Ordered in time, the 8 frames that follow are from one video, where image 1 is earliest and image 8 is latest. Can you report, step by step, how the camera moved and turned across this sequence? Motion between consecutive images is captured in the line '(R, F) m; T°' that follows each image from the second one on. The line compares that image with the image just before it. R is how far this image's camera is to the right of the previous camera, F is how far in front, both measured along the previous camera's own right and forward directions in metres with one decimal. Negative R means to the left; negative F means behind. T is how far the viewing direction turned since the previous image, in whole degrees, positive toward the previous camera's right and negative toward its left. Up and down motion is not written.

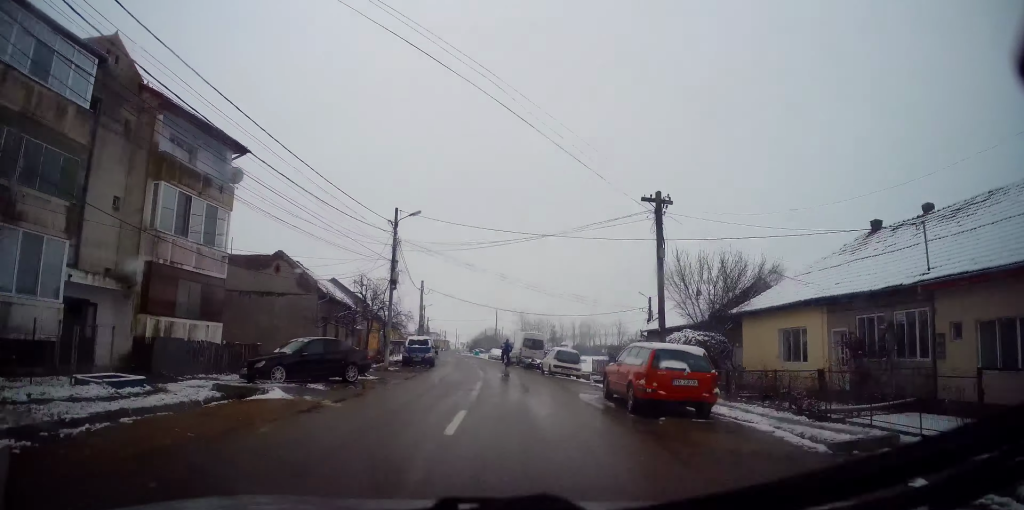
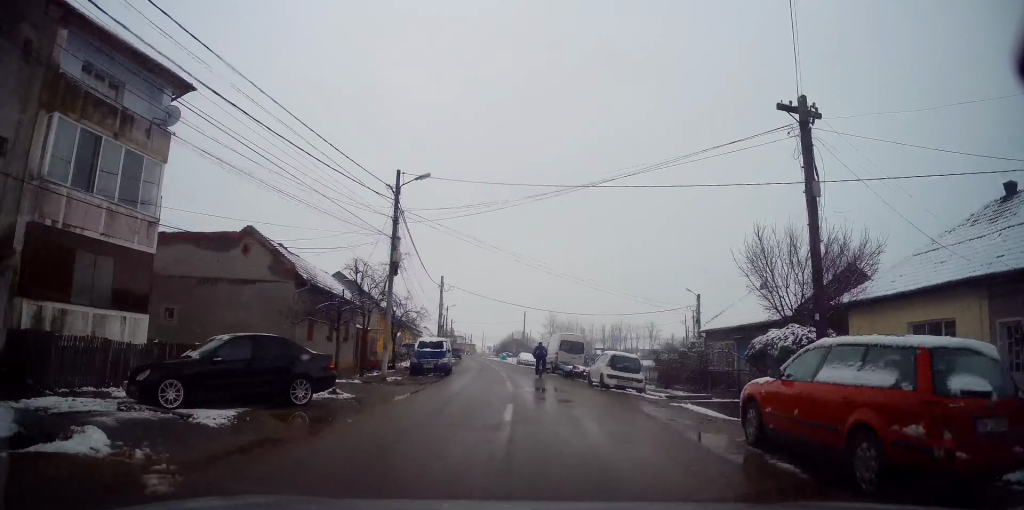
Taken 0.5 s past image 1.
(-0.1, +6.9) m; -2°
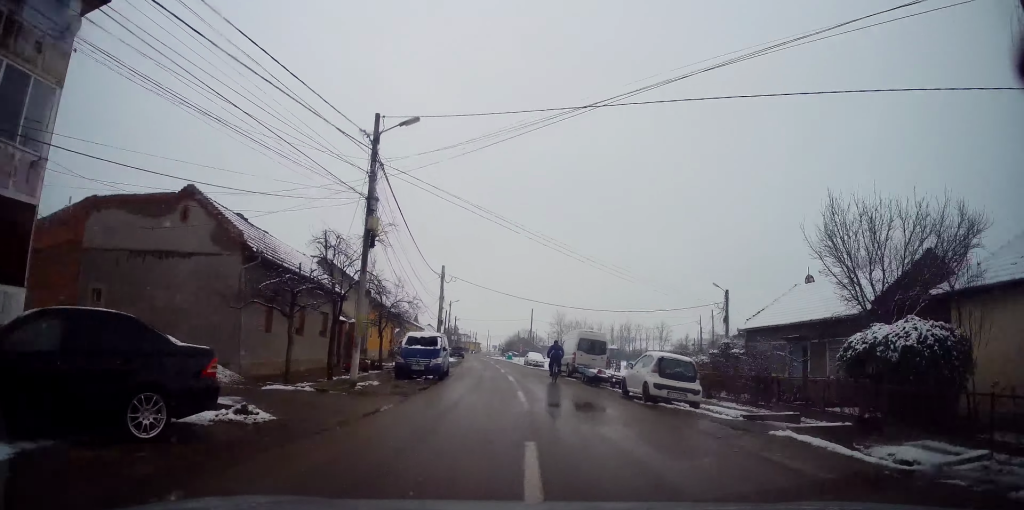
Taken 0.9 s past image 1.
(-0.1, +5.3) m; -1°
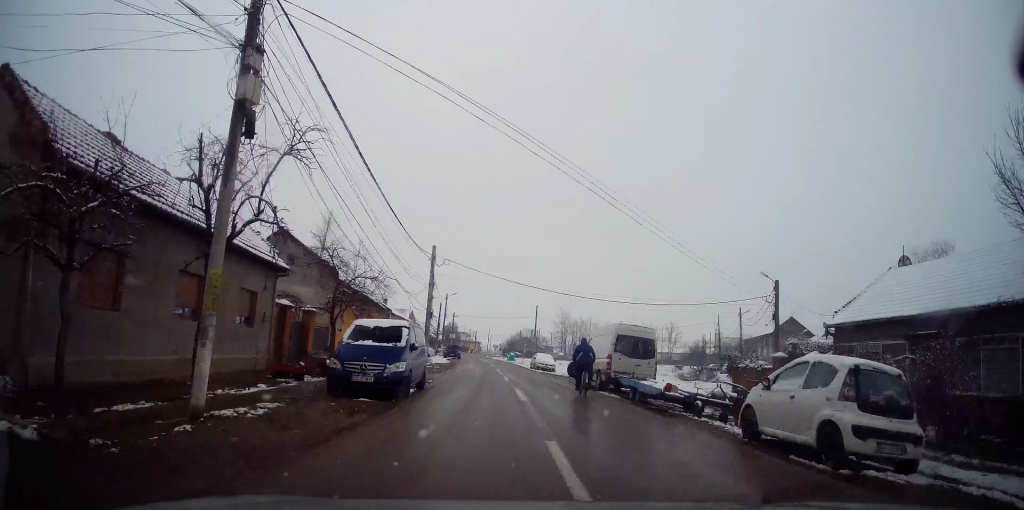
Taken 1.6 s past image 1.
(-0.1, +8.5) m; -1°
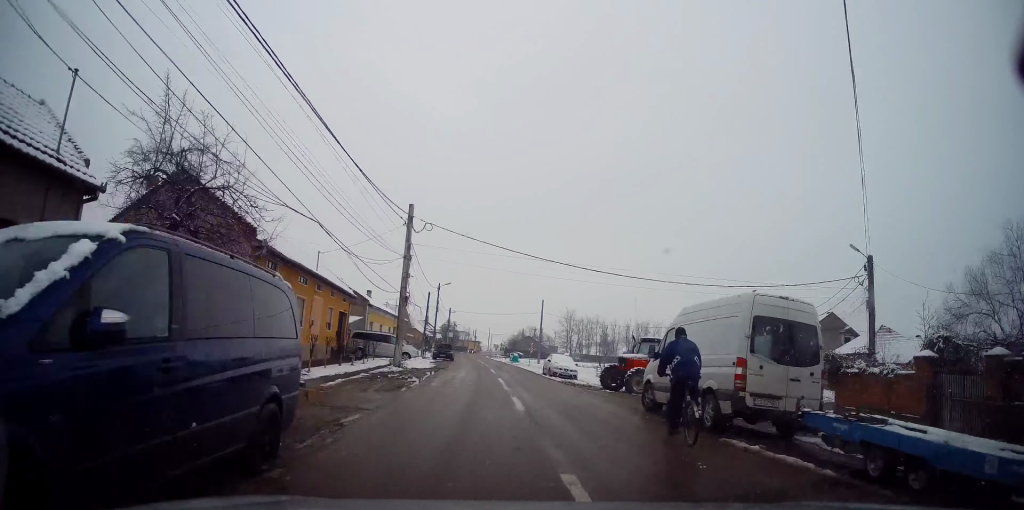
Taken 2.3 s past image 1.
(-0.1, +10.7) m; 0°
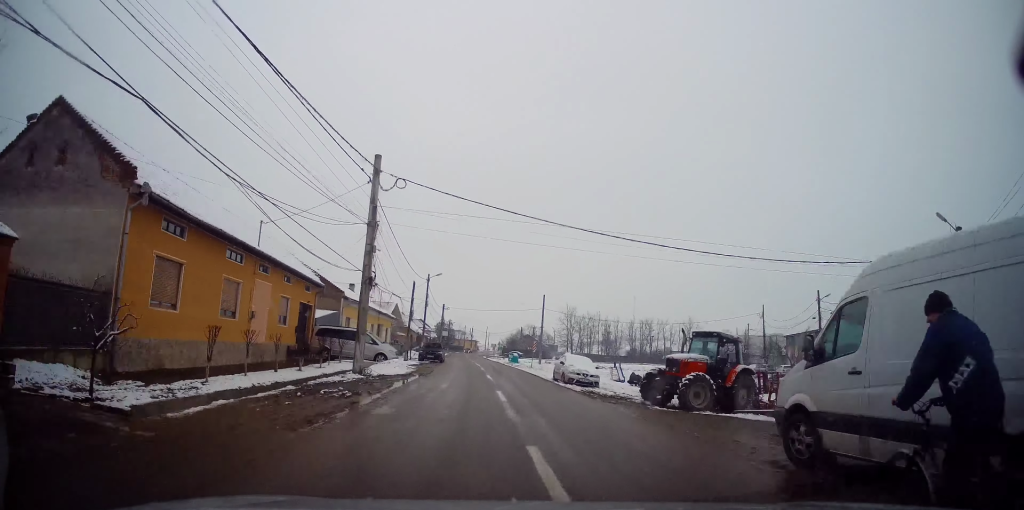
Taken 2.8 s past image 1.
(+0.1, +7.2) m; +1°
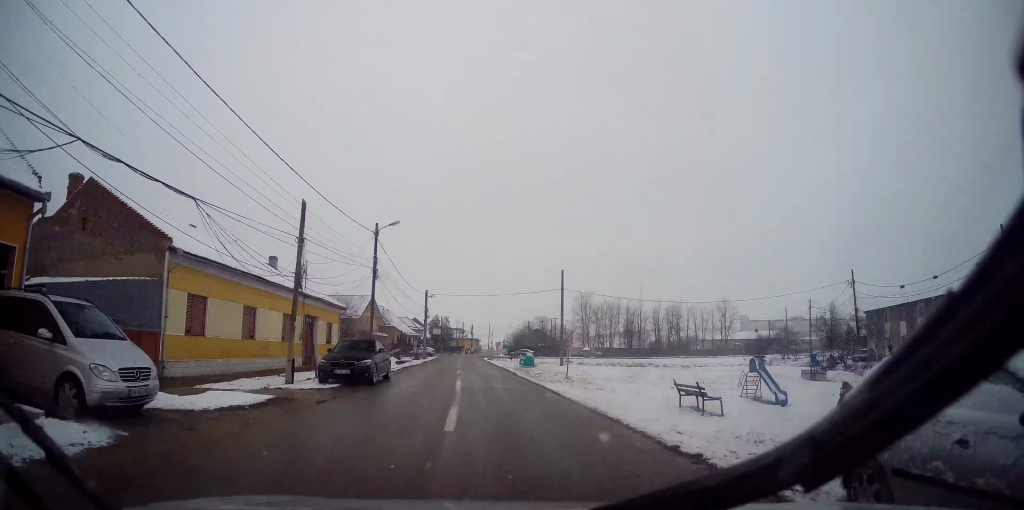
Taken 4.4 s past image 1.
(+0.4, +23.0) m; -2°
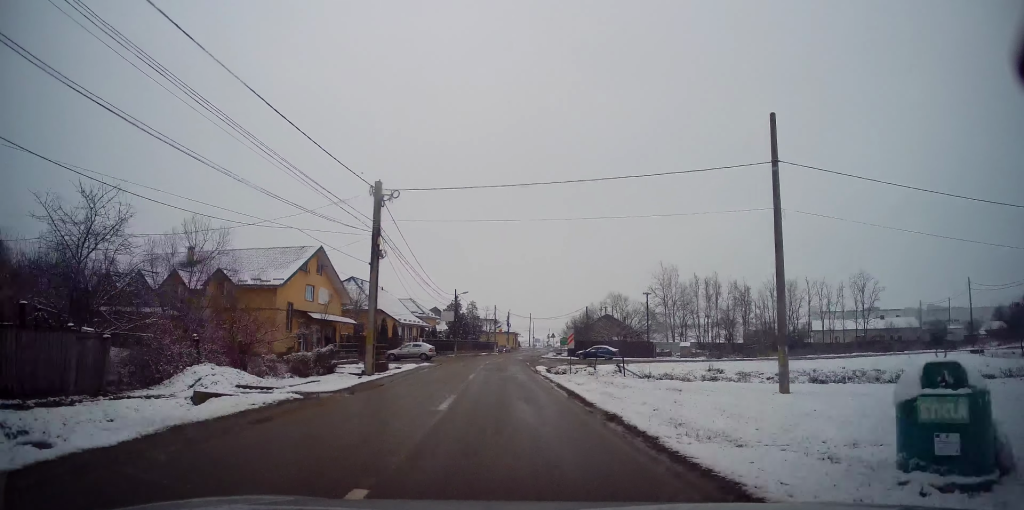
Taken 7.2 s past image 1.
(-1.3, +42.2) m; -2°
